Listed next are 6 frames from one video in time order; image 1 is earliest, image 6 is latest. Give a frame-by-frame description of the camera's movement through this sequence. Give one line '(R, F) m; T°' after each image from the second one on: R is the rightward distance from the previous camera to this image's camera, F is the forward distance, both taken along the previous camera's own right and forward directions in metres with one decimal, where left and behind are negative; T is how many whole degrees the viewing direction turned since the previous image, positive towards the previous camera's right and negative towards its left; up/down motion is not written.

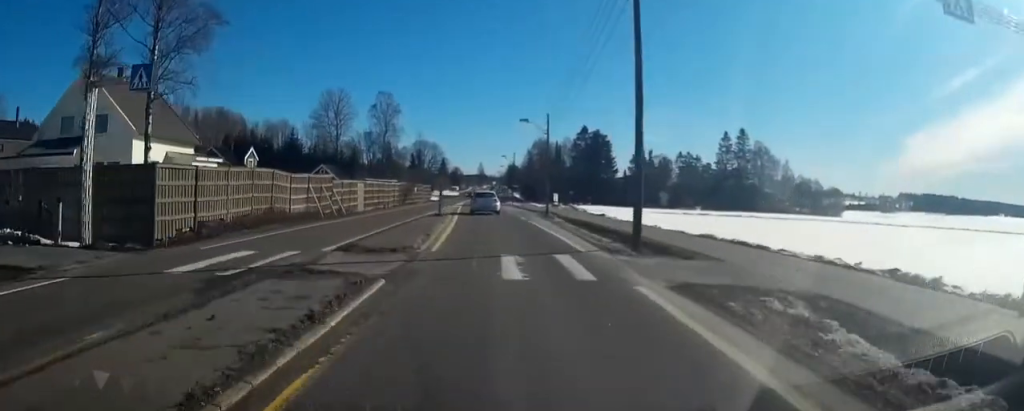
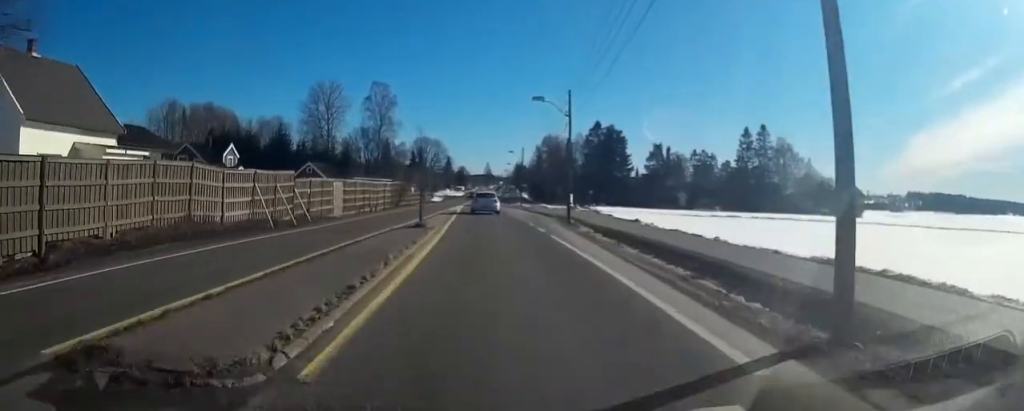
(-0.1, +9.5) m; -1°
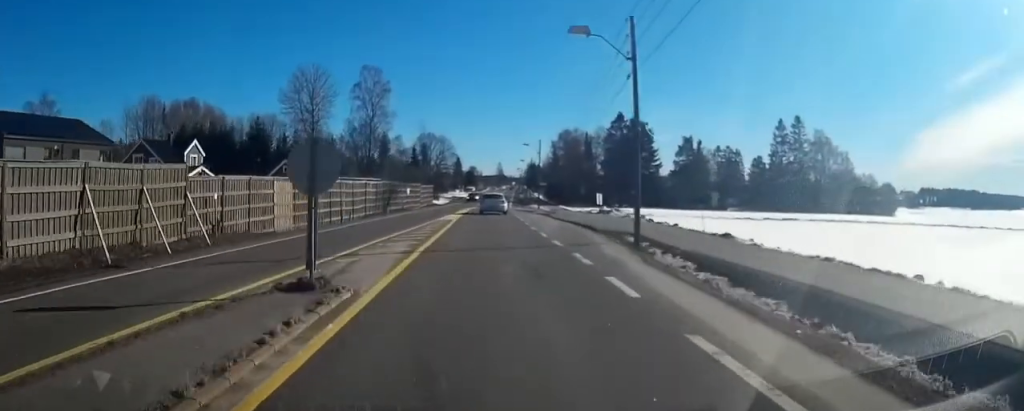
(-0.2, +13.5) m; -1°
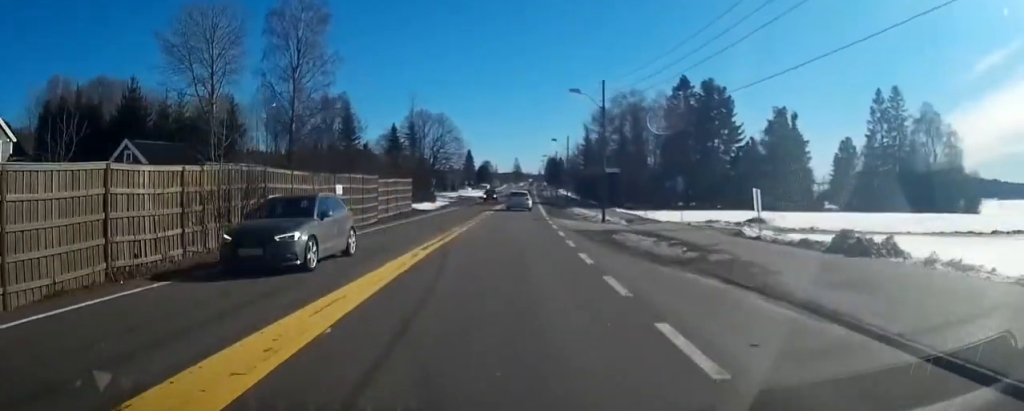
(-0.6, +34.9) m; -2°
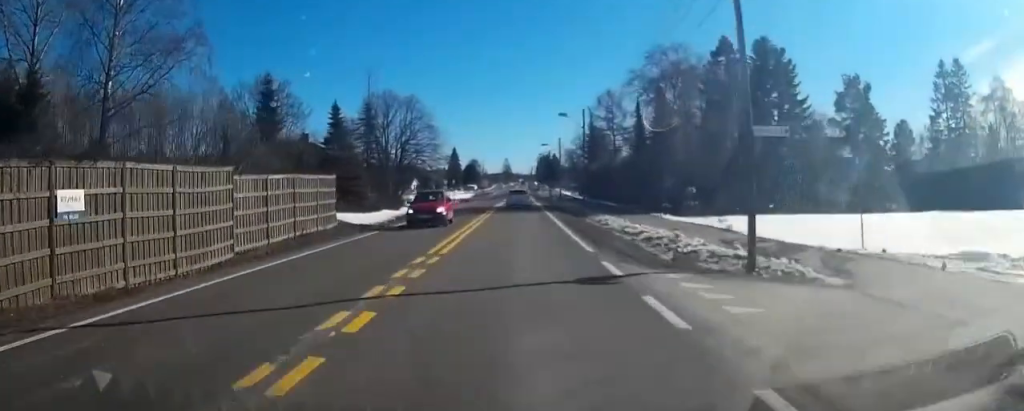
(+0.1, +22.1) m; +1°
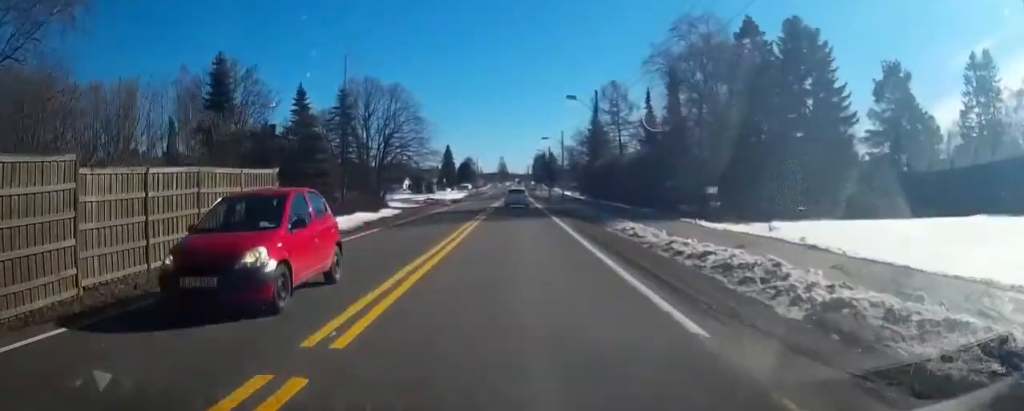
(+0.1, +8.6) m; +1°
